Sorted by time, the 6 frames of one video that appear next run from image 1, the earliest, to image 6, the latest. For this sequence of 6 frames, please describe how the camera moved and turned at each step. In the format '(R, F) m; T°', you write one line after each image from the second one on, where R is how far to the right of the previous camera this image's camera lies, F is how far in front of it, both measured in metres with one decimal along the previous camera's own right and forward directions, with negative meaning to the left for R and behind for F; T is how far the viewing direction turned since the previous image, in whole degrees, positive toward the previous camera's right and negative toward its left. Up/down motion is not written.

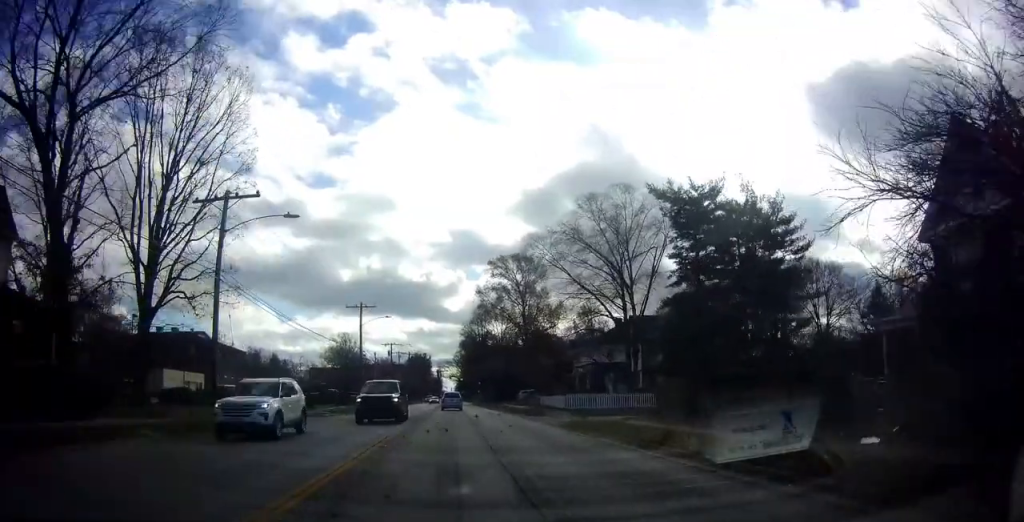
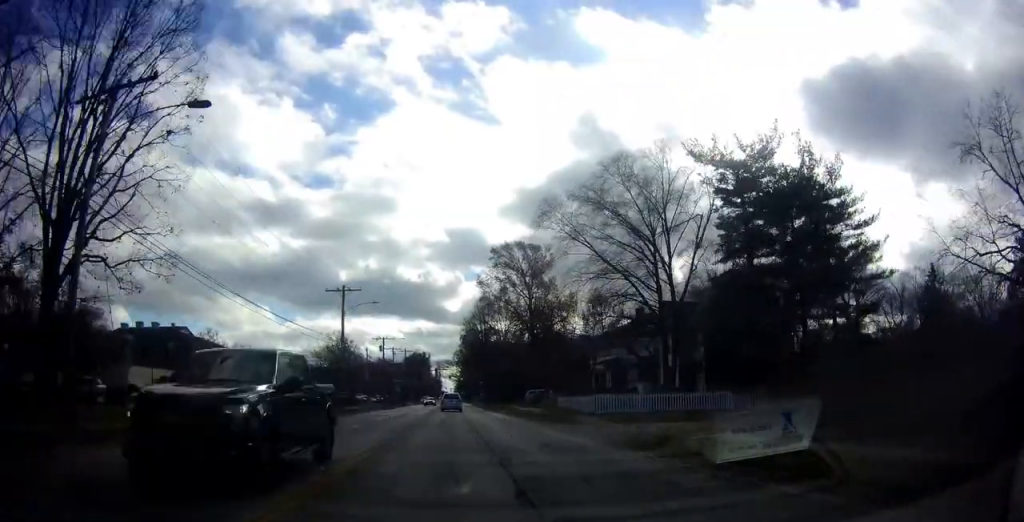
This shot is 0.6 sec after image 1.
(0.0, +9.2) m; 0°
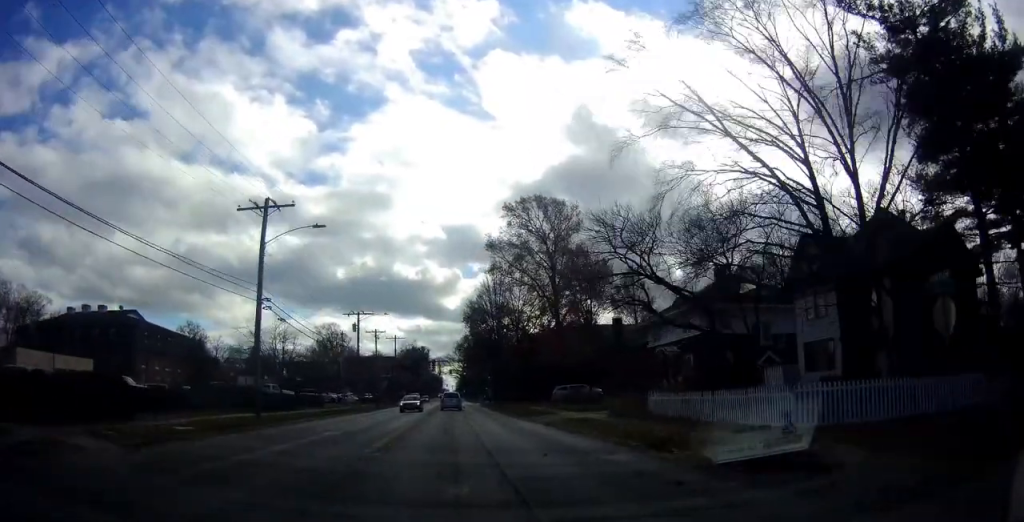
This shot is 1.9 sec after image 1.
(0.0, +21.6) m; 0°
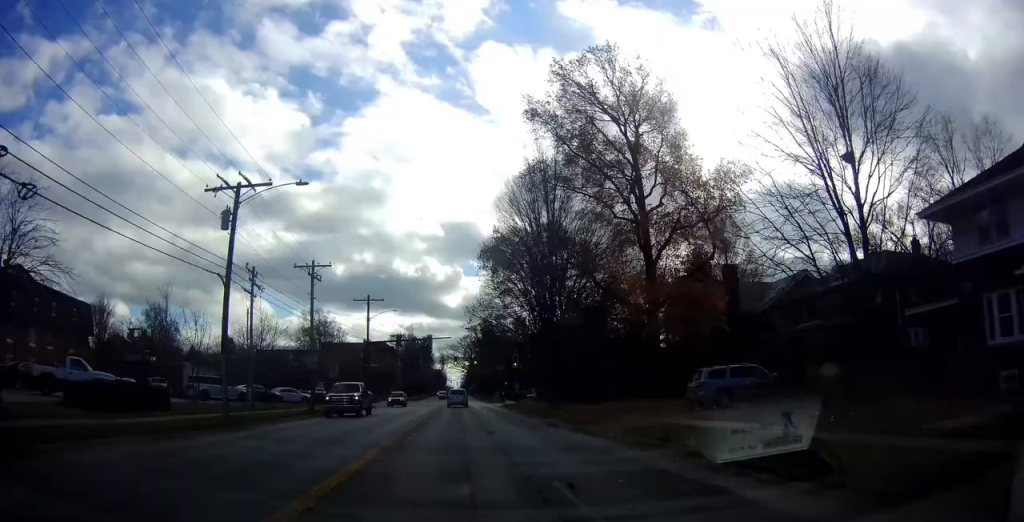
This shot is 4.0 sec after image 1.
(-1.3, +32.9) m; -3°
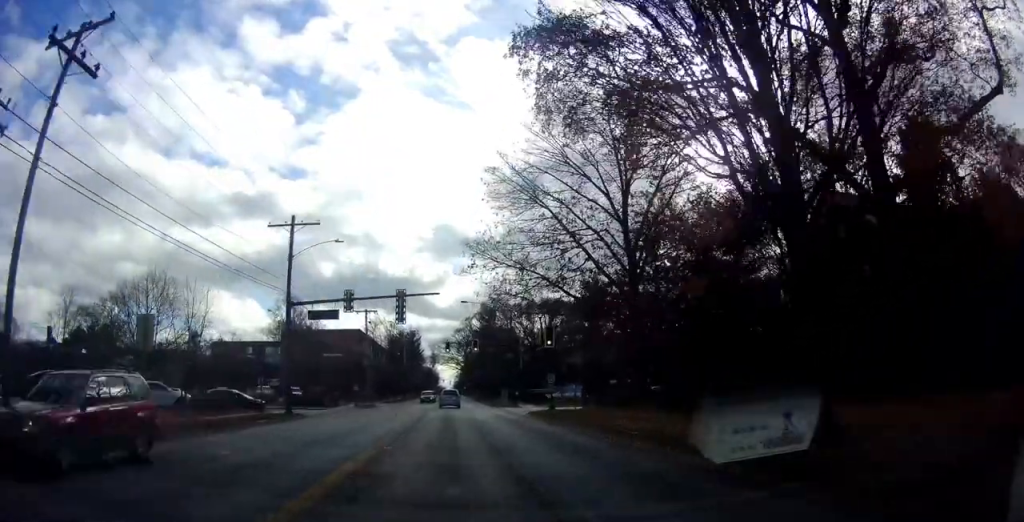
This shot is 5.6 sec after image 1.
(+0.9, +25.2) m; +3°
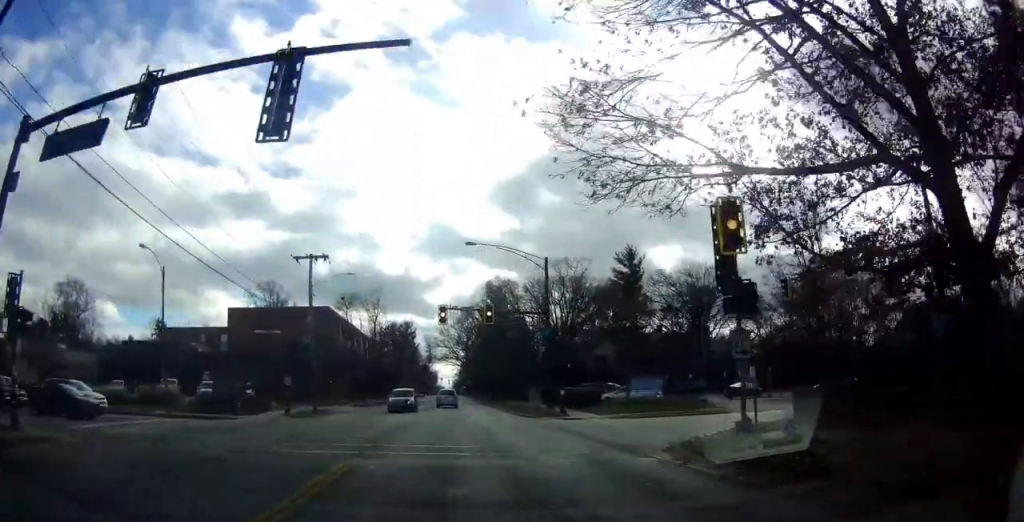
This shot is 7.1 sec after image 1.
(0.0, +25.1) m; 0°
